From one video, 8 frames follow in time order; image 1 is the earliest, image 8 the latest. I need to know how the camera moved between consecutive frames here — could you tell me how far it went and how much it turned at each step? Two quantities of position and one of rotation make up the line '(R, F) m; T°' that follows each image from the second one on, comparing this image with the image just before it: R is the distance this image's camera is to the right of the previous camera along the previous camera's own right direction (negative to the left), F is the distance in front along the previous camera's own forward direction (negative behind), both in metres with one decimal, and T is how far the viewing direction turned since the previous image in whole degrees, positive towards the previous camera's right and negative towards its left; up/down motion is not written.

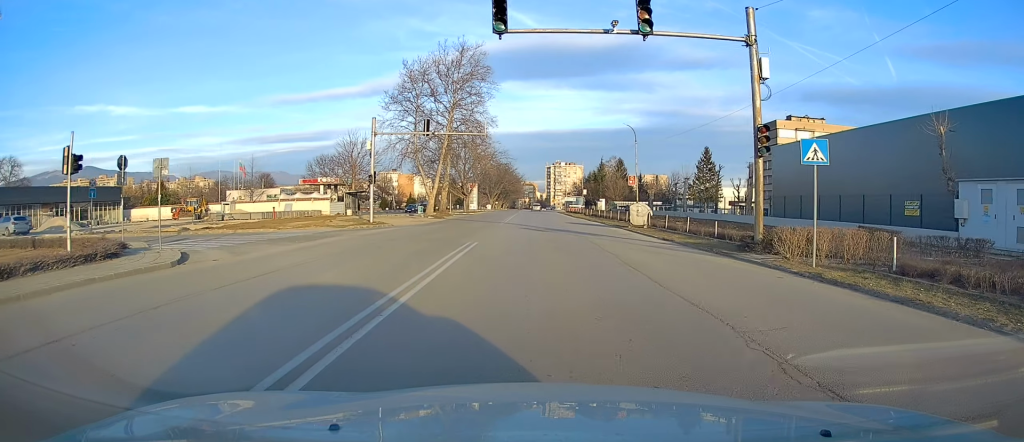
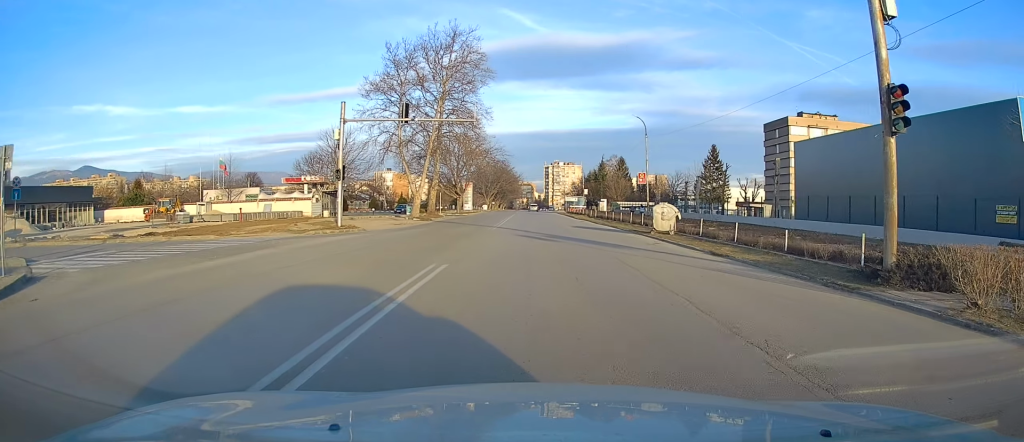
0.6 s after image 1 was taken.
(0.0, +6.5) m; 0°
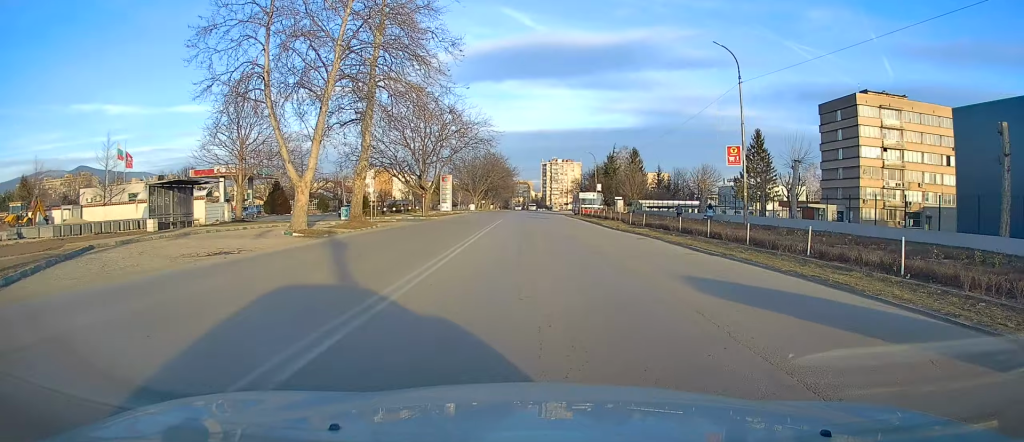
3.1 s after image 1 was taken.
(+0.1, +26.3) m; 0°
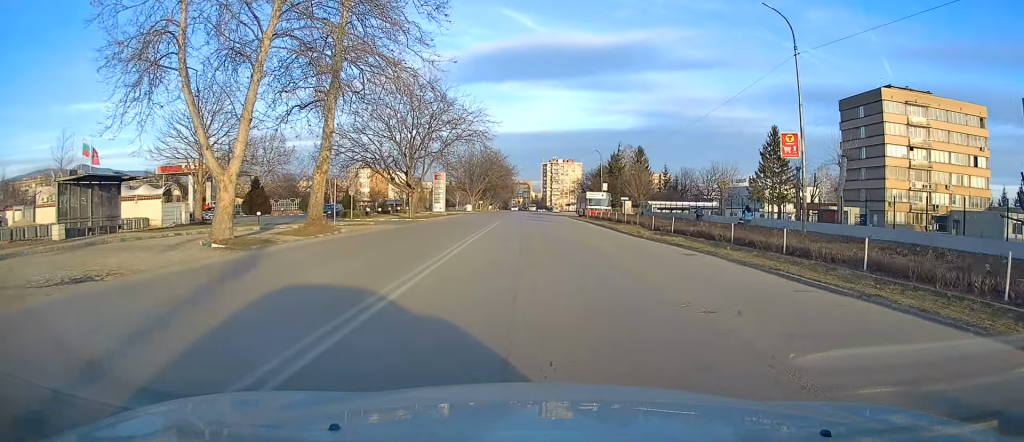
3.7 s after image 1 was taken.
(0.0, +6.8) m; 0°
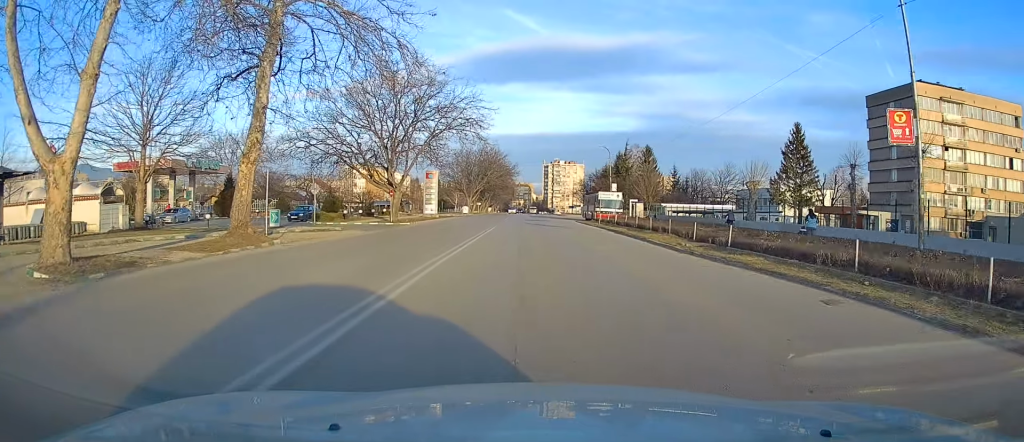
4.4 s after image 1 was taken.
(0.0, +7.7) m; 0°
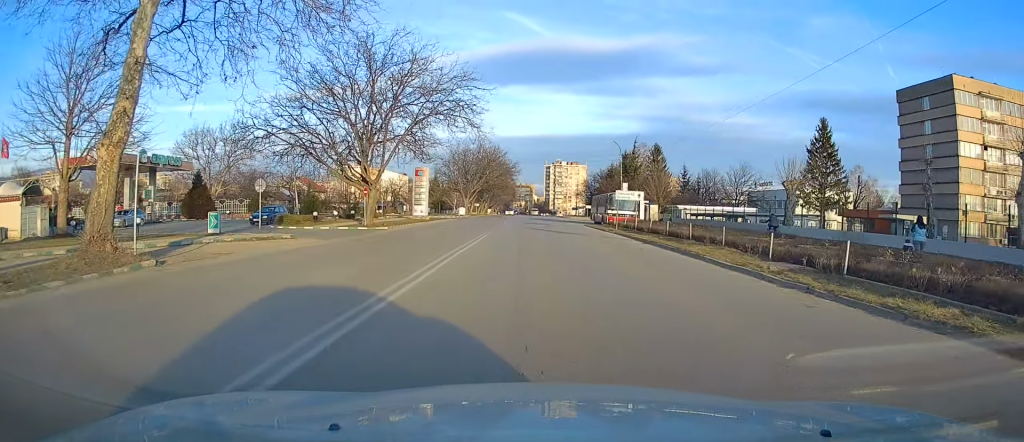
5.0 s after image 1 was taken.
(0.0, +7.6) m; 0°
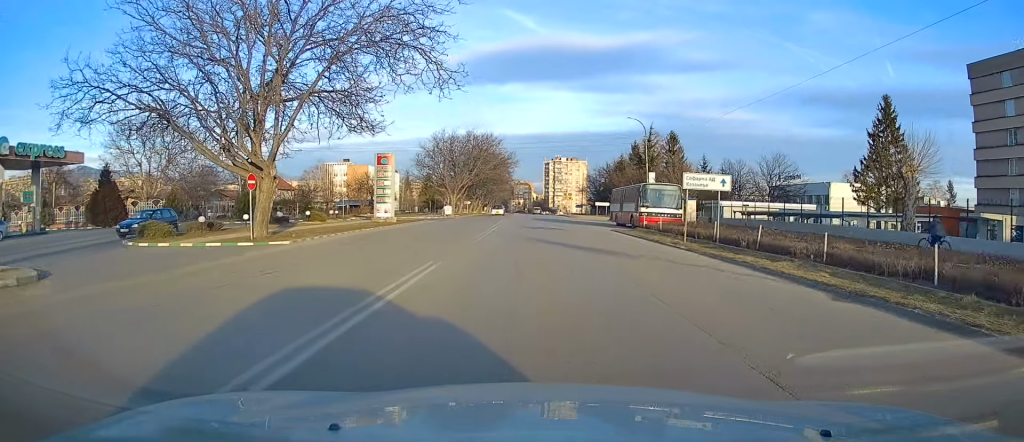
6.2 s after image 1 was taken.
(+0.1, +15.4) m; 0°
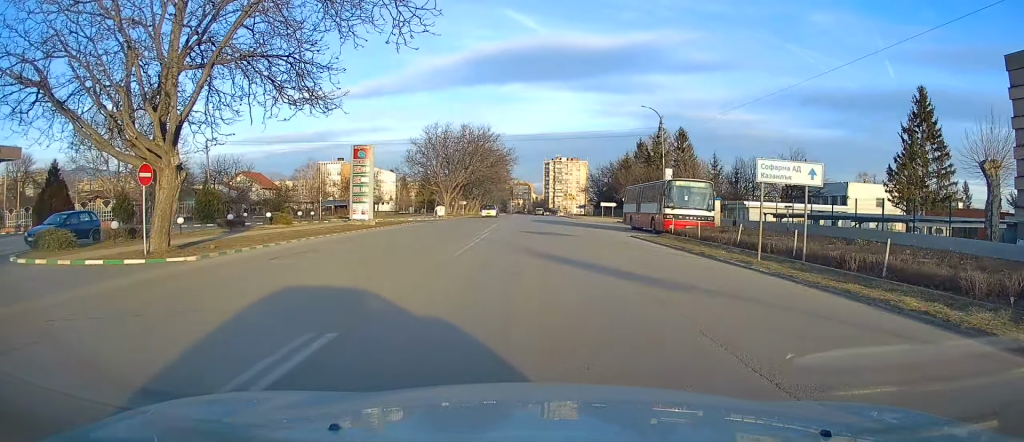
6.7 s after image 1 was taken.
(0.0, +6.6) m; 0°
